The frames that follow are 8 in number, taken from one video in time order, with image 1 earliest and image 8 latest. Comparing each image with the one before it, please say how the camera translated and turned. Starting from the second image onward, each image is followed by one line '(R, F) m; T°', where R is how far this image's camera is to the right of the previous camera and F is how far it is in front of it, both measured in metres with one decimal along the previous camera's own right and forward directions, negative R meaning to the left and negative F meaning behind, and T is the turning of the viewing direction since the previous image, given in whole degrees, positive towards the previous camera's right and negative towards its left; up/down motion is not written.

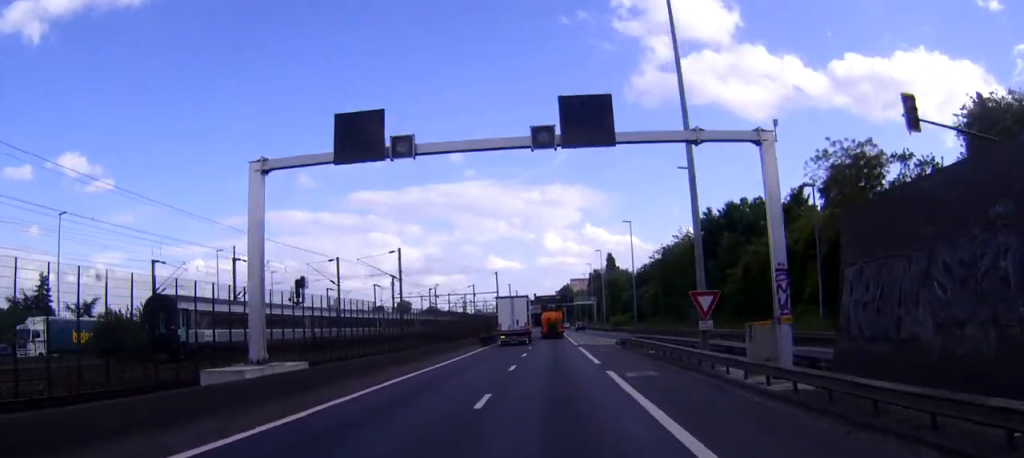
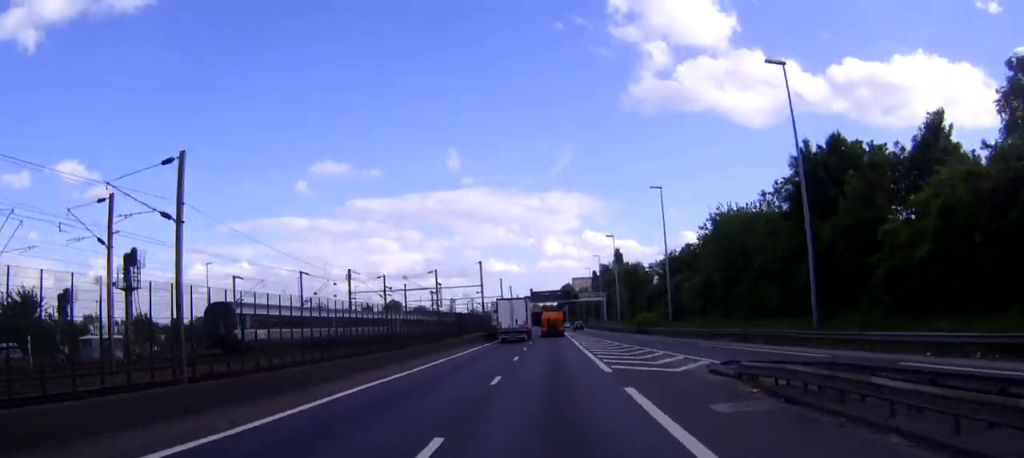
(-0.4, +32.7) m; 0°
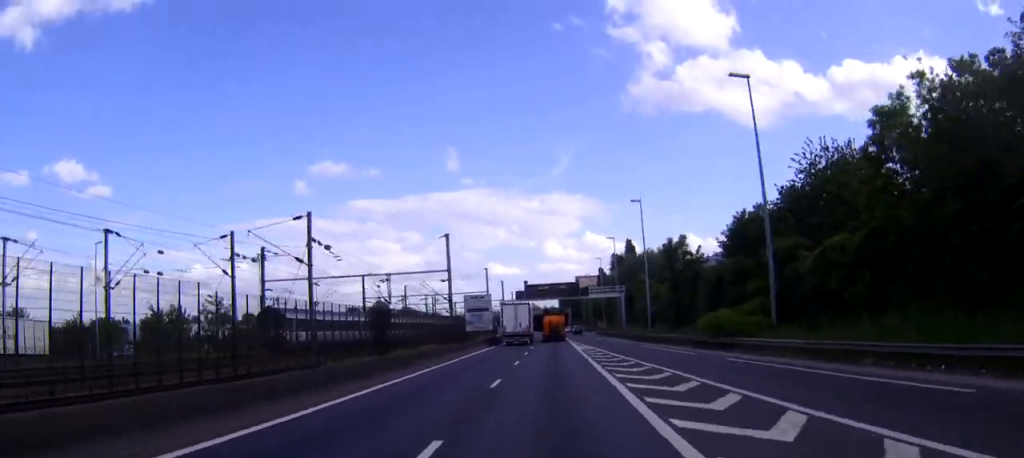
(+0.6, +37.0) m; +1°
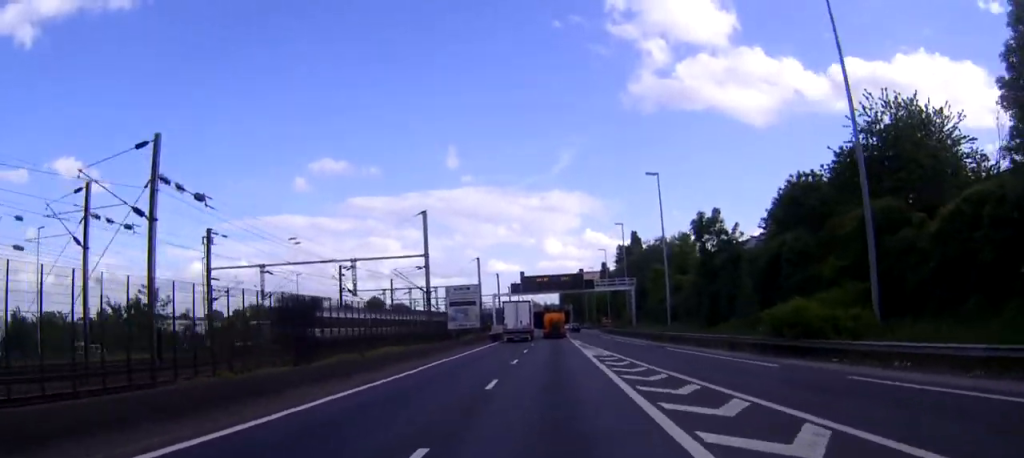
(0.0, +14.1) m; 0°
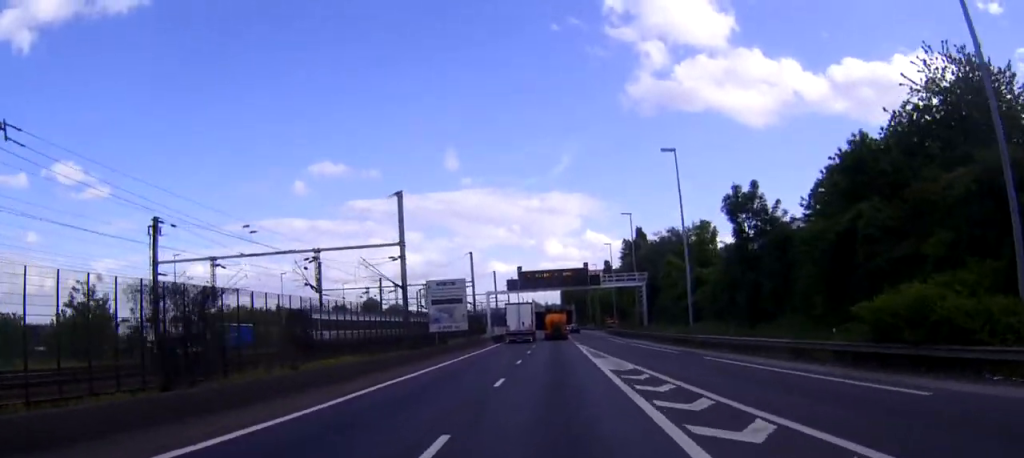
(0.0, +10.6) m; 0°
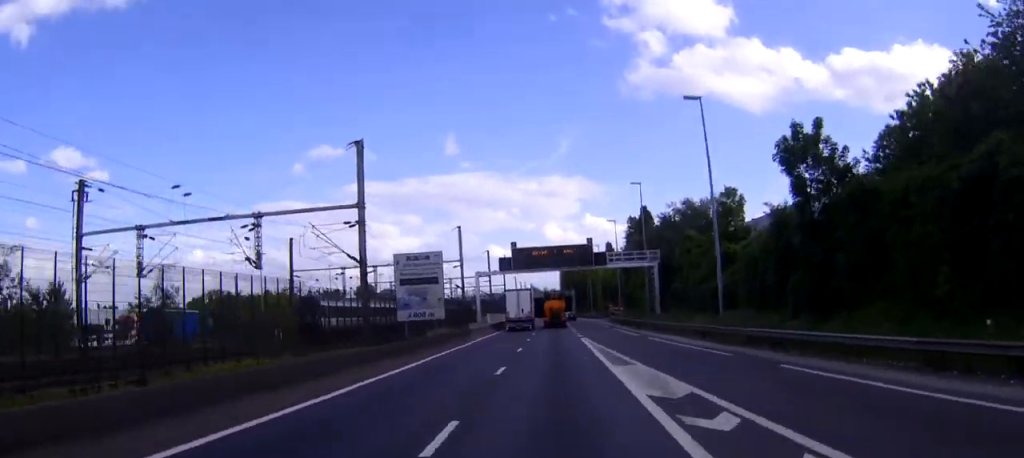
(0.0, +11.3) m; 0°
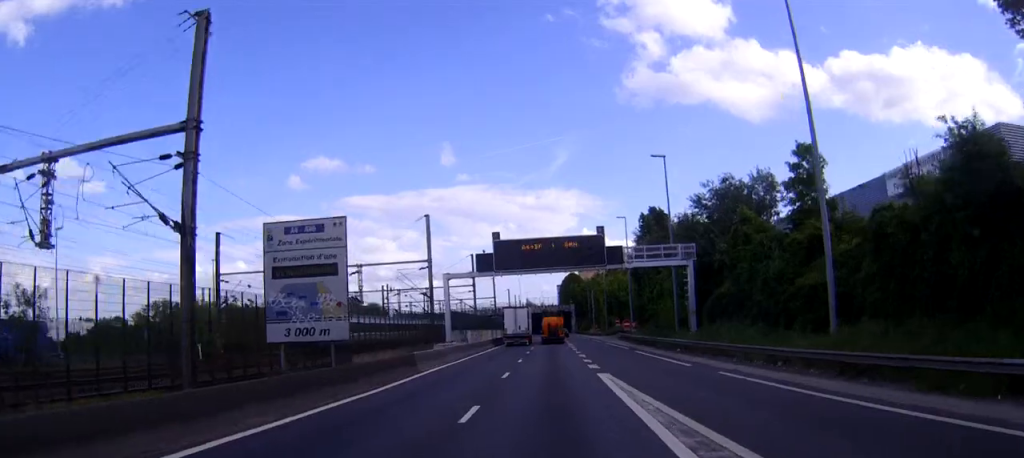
(0.0, +20.6) m; 0°
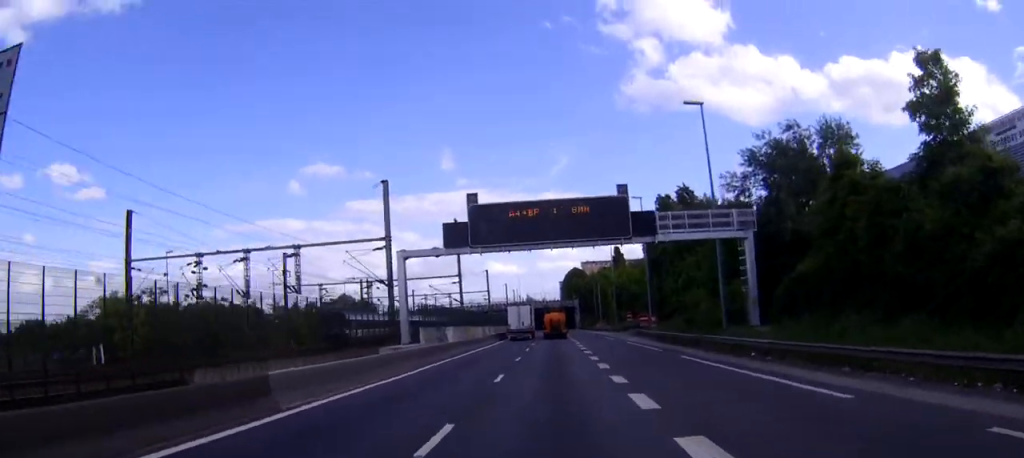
(-0.1, +17.2) m; 0°
